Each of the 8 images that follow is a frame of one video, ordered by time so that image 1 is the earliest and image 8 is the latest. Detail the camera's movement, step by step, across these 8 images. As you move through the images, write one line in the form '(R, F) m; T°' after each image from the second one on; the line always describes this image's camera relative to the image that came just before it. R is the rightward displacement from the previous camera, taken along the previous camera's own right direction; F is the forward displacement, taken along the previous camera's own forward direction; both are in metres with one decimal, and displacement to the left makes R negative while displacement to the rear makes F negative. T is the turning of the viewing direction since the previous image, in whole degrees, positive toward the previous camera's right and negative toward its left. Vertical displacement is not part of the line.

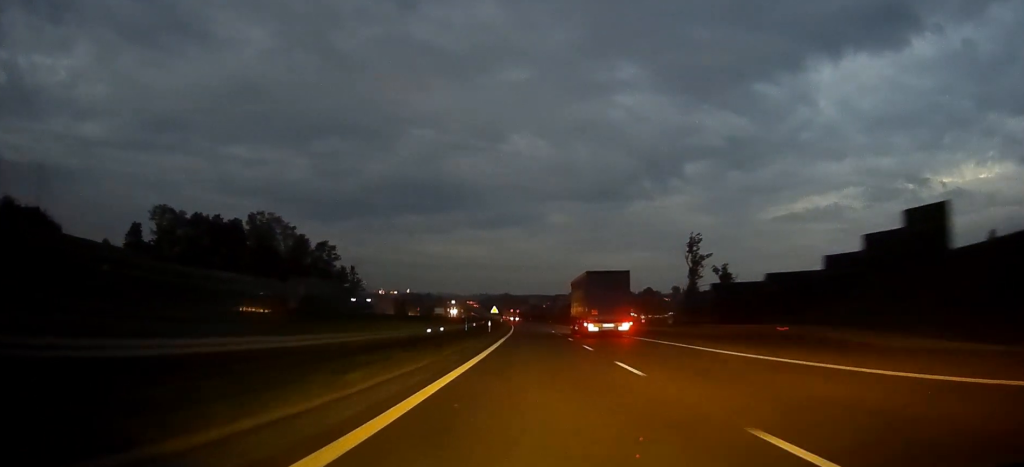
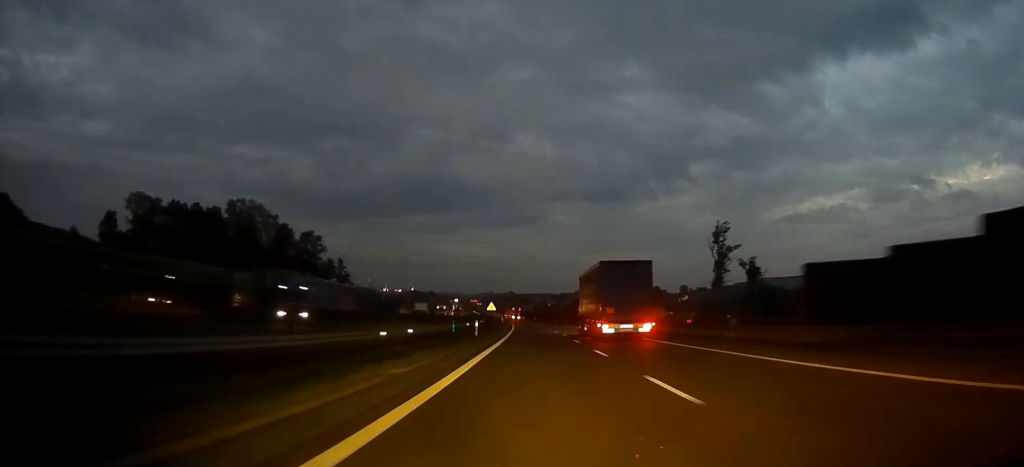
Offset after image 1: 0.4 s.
(0.0, +16.9) m; 0°
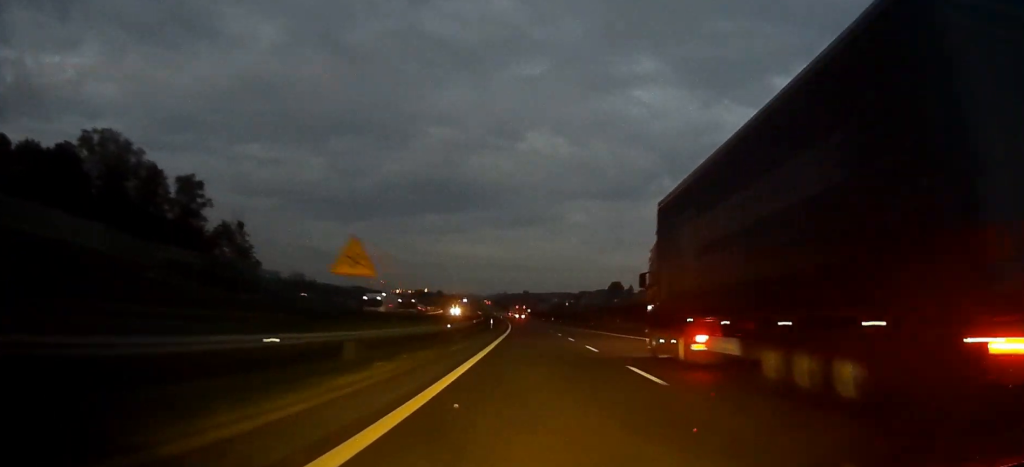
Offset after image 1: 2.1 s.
(-0.7, +69.8) m; -2°
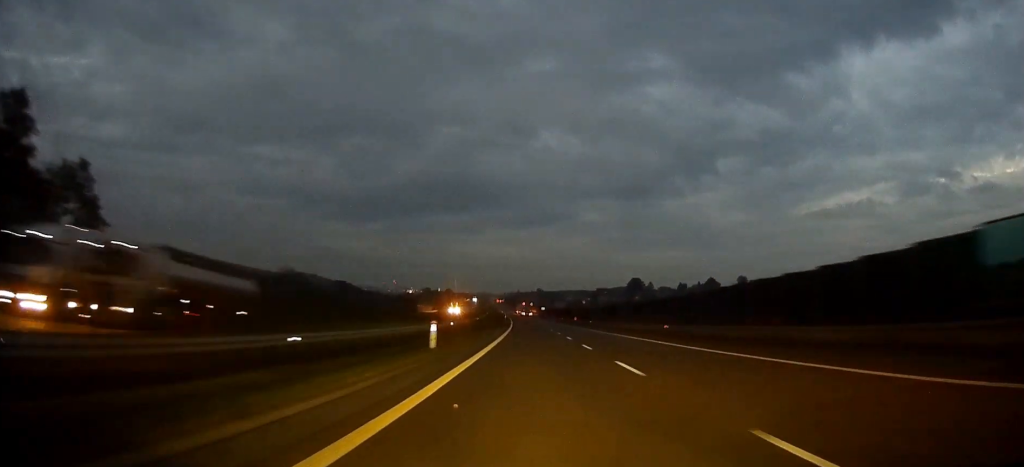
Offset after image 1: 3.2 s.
(-0.5, +45.9) m; -1°
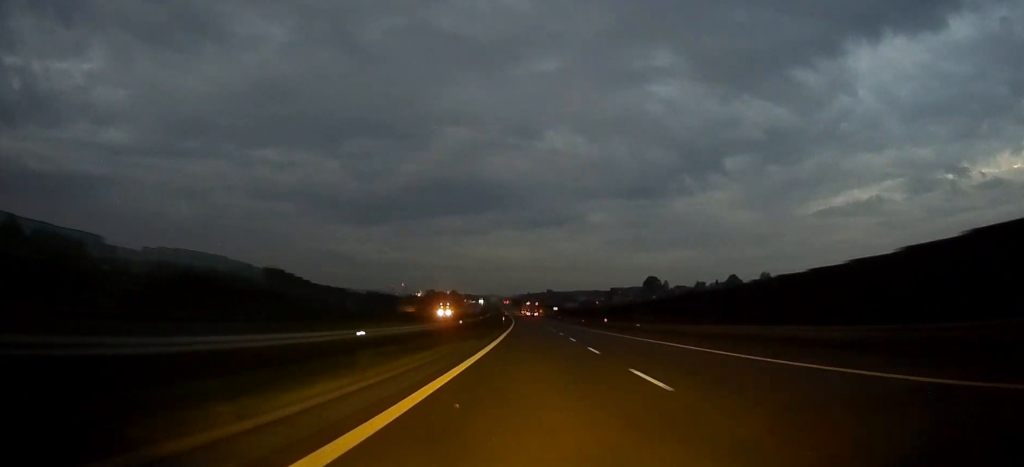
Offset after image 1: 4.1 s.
(-0.3, +38.9) m; -1°
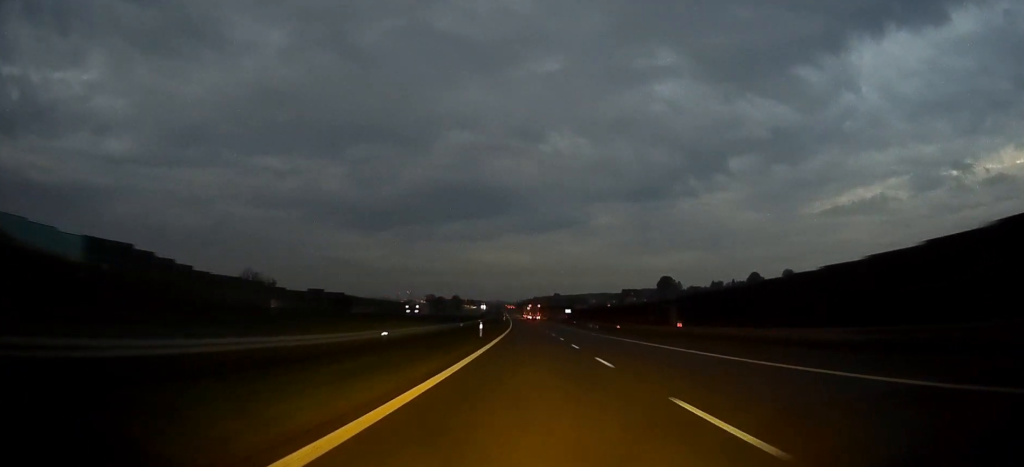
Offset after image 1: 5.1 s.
(-0.3, +41.8) m; -1°
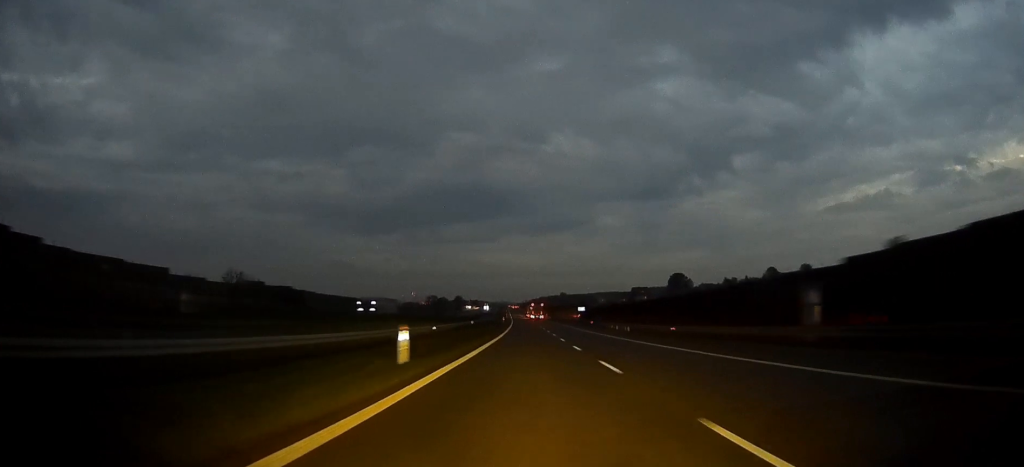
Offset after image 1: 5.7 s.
(-0.1, +26.5) m; 0°
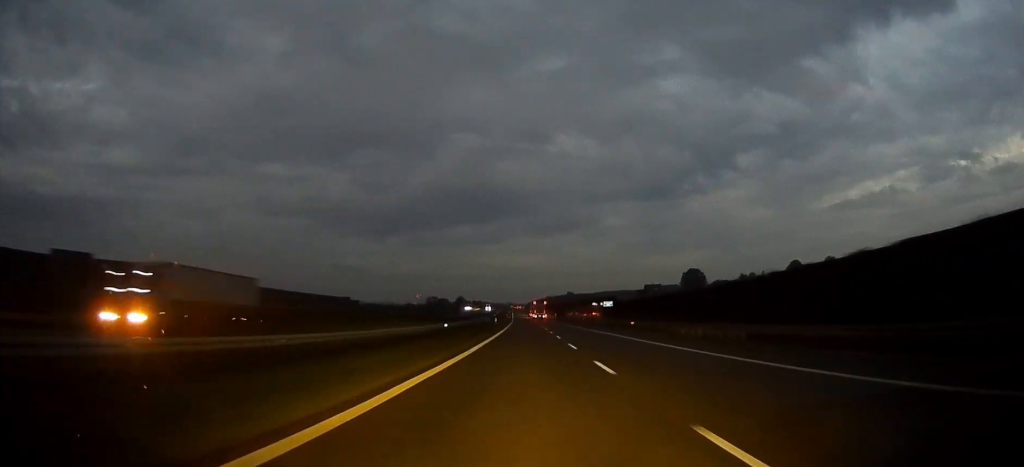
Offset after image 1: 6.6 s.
(-0.2, +36.4) m; -1°
